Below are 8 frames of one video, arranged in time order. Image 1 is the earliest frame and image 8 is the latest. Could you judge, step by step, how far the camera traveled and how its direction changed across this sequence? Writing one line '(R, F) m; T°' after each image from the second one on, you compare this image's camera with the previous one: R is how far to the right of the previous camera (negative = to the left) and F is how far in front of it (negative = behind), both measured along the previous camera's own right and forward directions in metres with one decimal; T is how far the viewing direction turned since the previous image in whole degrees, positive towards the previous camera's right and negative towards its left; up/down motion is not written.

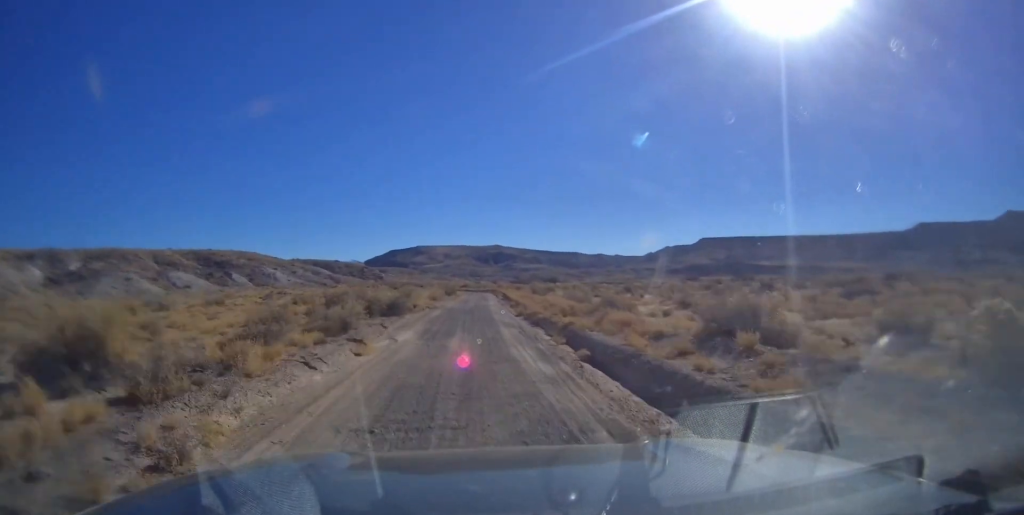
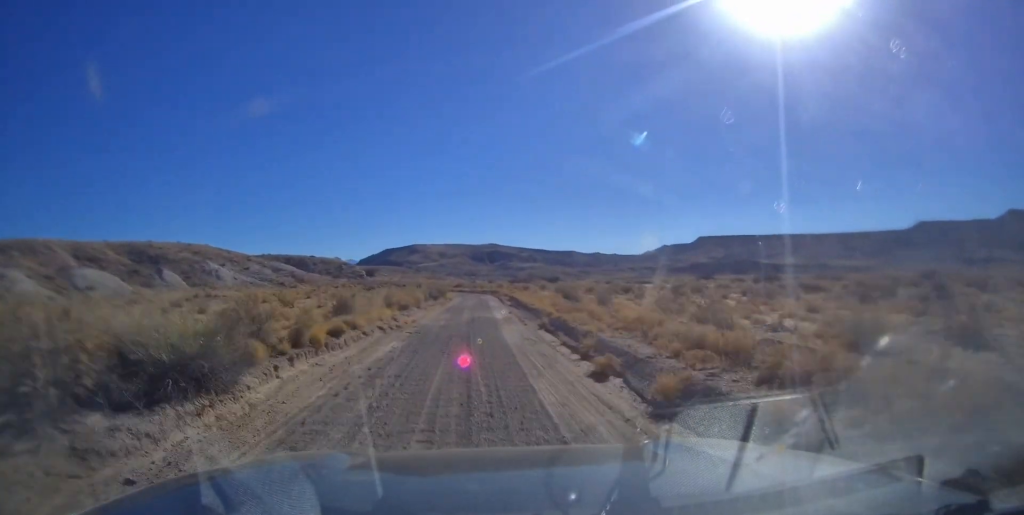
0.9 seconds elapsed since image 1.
(+0.7, +19.4) m; +1°
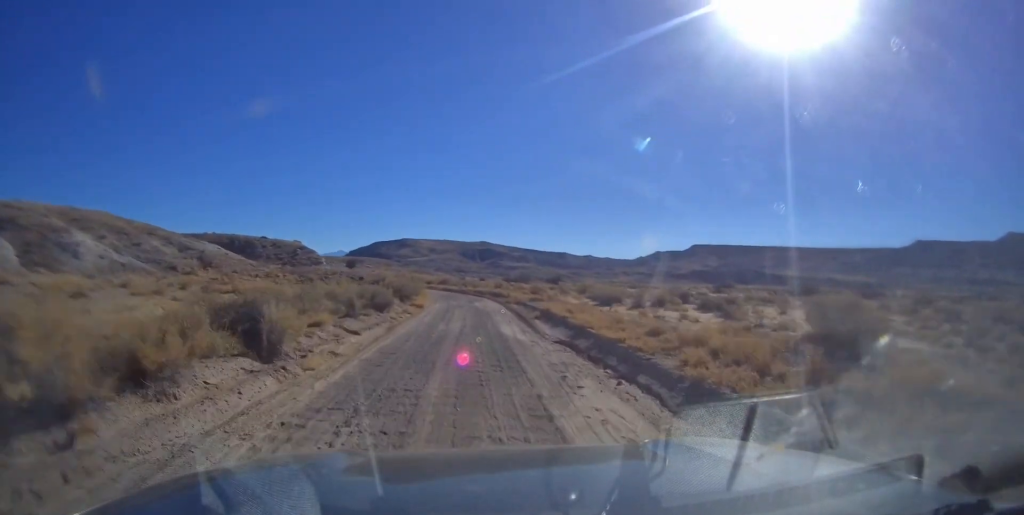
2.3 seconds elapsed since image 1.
(+0.4, +27.2) m; +1°
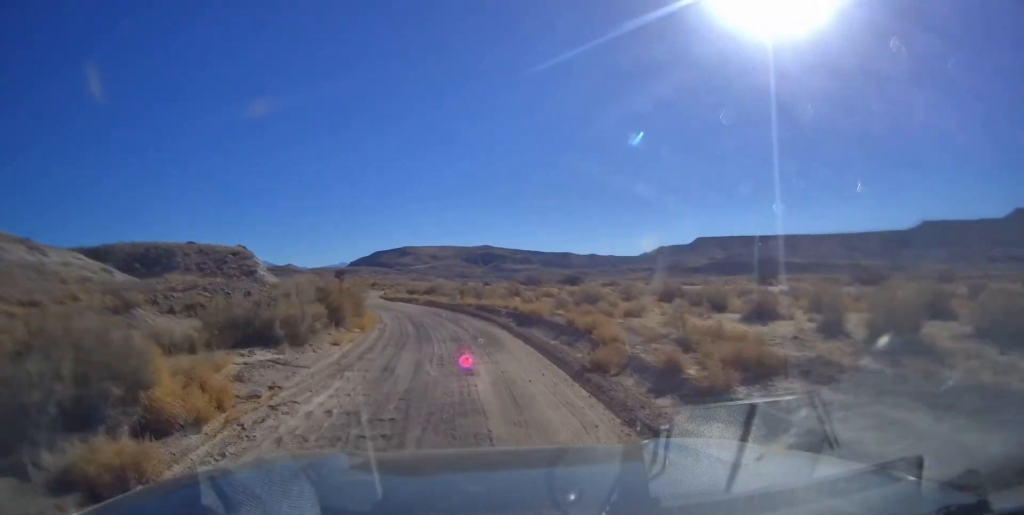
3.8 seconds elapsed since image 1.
(-0.2, +30.0) m; +1°
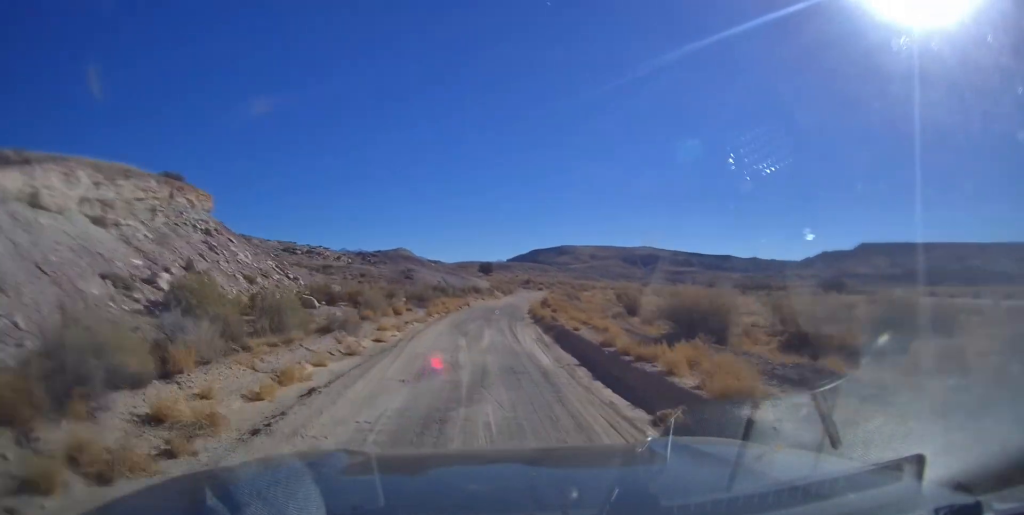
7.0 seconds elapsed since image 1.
(-3.7, +57.6) m; -10°
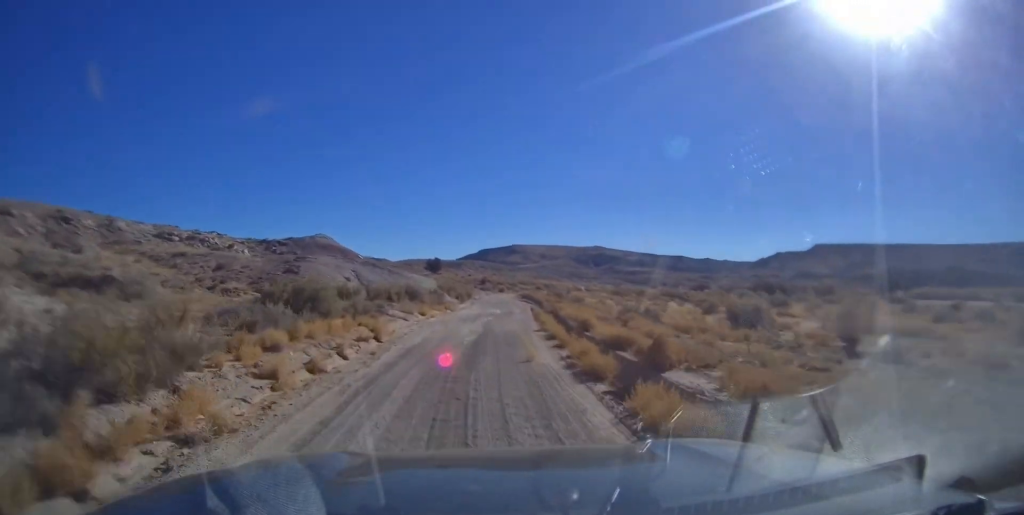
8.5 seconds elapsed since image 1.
(-1.4, +26.9) m; -2°
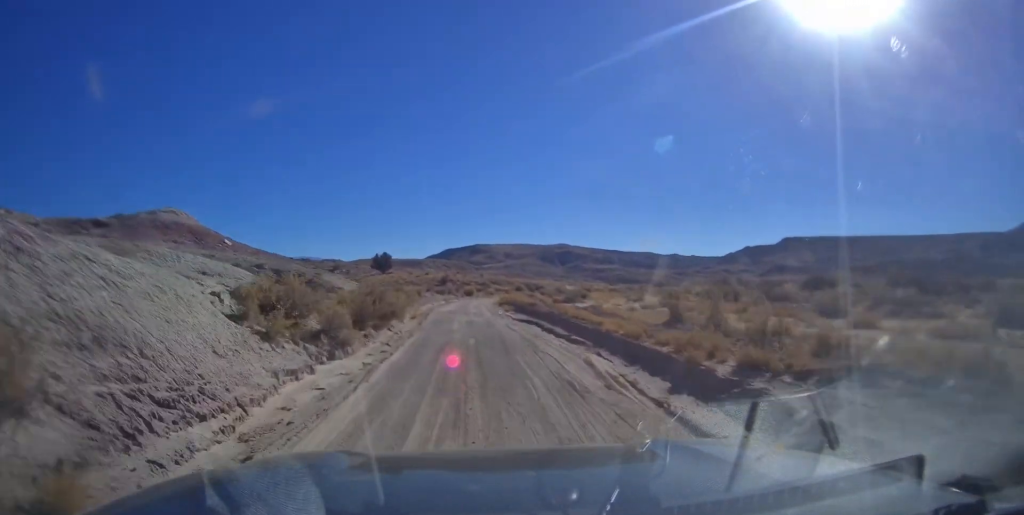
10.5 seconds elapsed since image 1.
(+0.5, +33.2) m; +2°
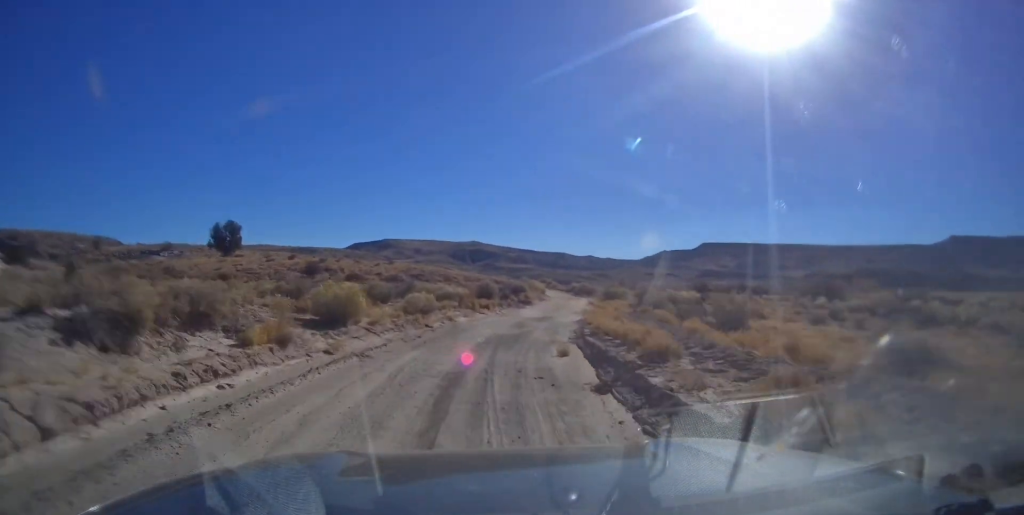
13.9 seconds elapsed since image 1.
(+1.3, +57.5) m; +7°
